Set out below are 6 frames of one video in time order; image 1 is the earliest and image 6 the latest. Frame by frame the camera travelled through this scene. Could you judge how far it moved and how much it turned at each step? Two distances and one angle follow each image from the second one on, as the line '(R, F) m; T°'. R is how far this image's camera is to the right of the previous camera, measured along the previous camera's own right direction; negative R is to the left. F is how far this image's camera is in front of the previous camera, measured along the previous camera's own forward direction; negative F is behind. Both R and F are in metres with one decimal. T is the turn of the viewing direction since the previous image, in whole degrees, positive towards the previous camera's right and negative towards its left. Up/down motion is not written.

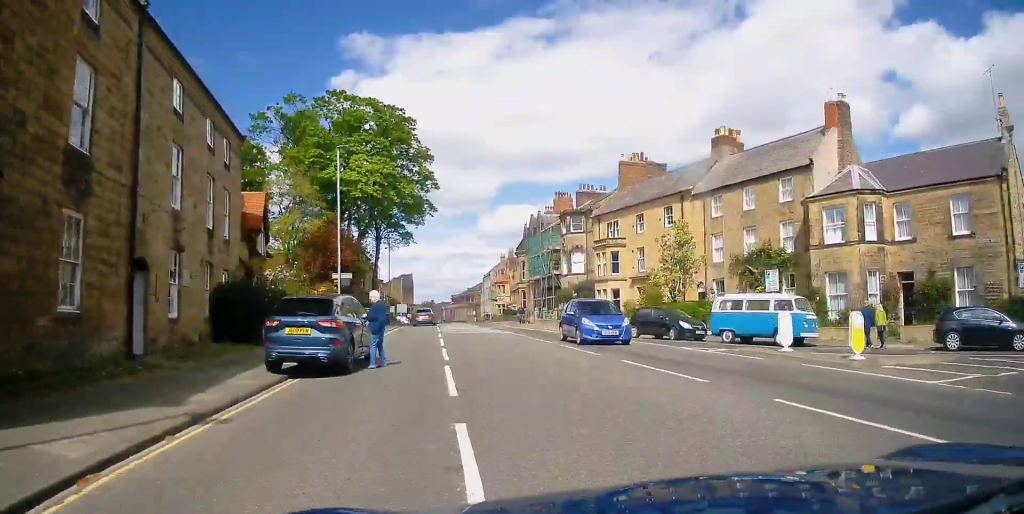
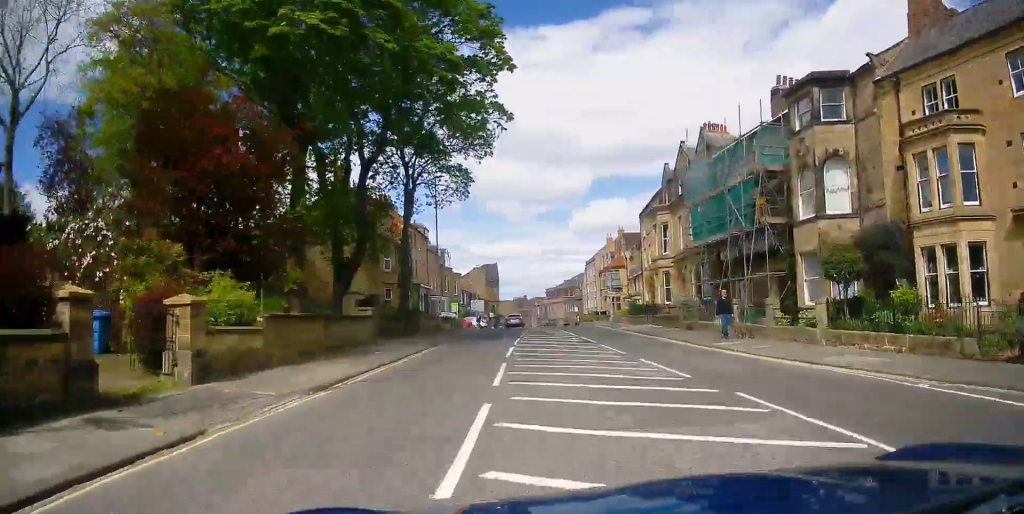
(-2.0, +28.5) m; -7°
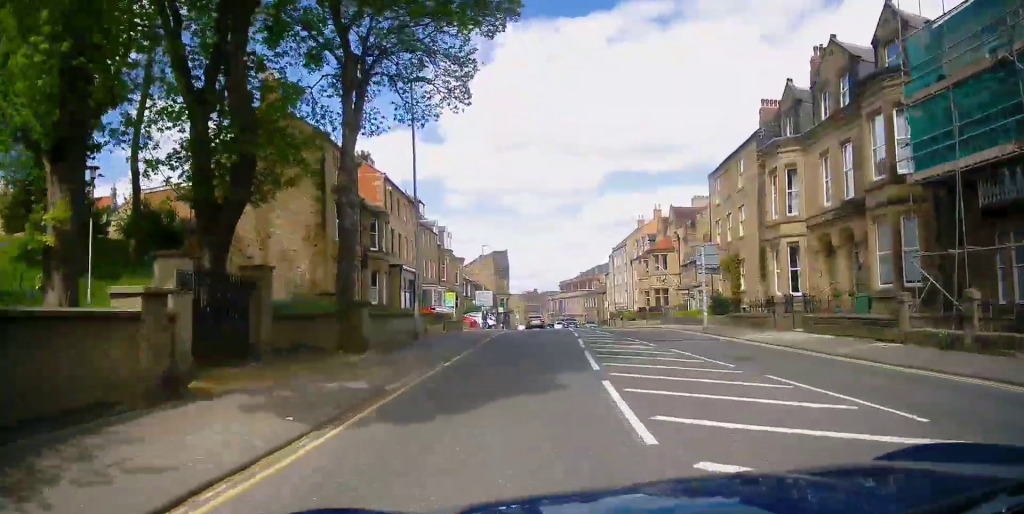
(-0.1, +16.9) m; 0°
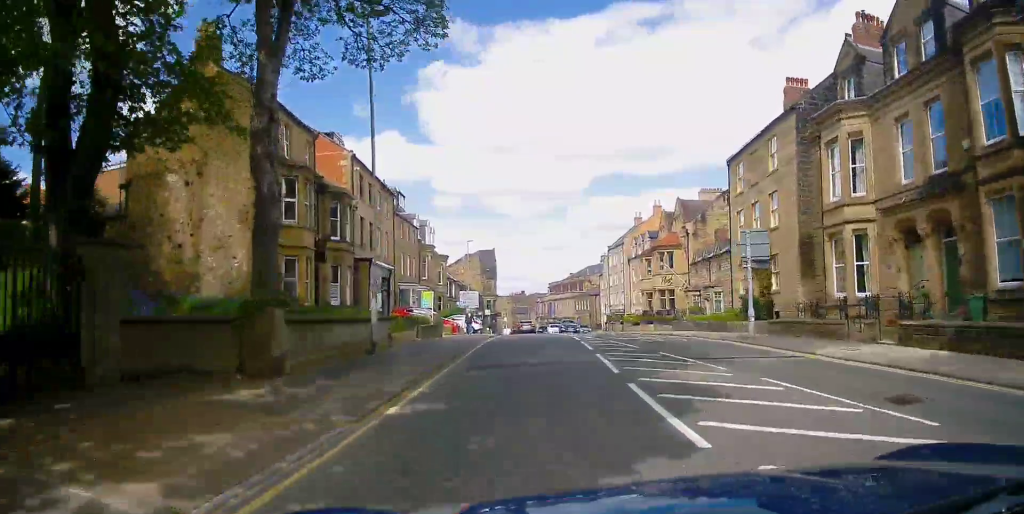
(-0.1, +6.2) m; -1°
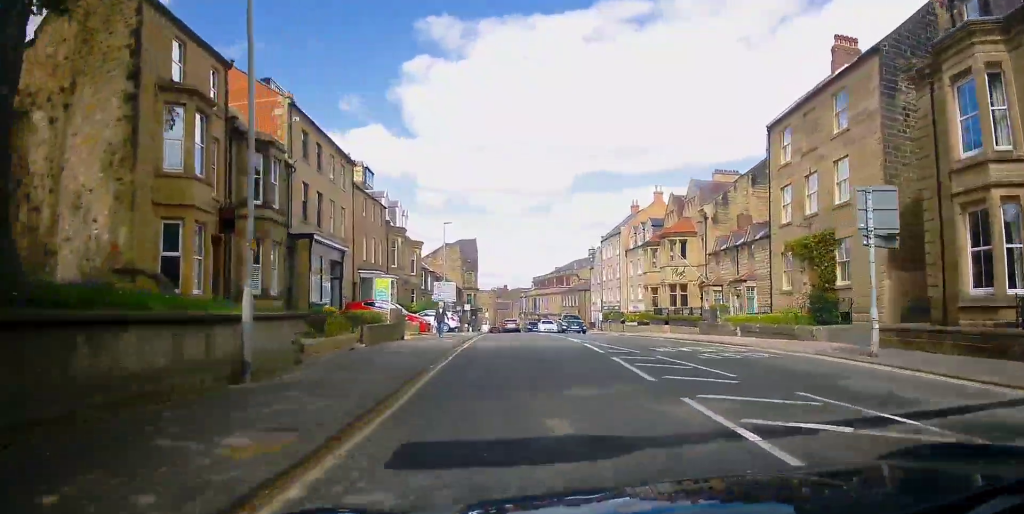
(0.0, +8.5) m; +1°
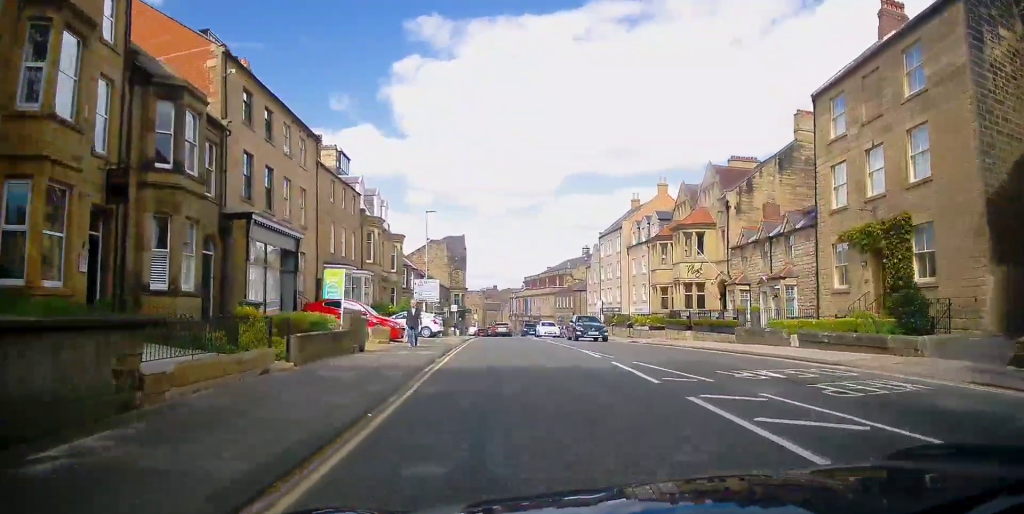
(0.0, +6.0) m; +1°
